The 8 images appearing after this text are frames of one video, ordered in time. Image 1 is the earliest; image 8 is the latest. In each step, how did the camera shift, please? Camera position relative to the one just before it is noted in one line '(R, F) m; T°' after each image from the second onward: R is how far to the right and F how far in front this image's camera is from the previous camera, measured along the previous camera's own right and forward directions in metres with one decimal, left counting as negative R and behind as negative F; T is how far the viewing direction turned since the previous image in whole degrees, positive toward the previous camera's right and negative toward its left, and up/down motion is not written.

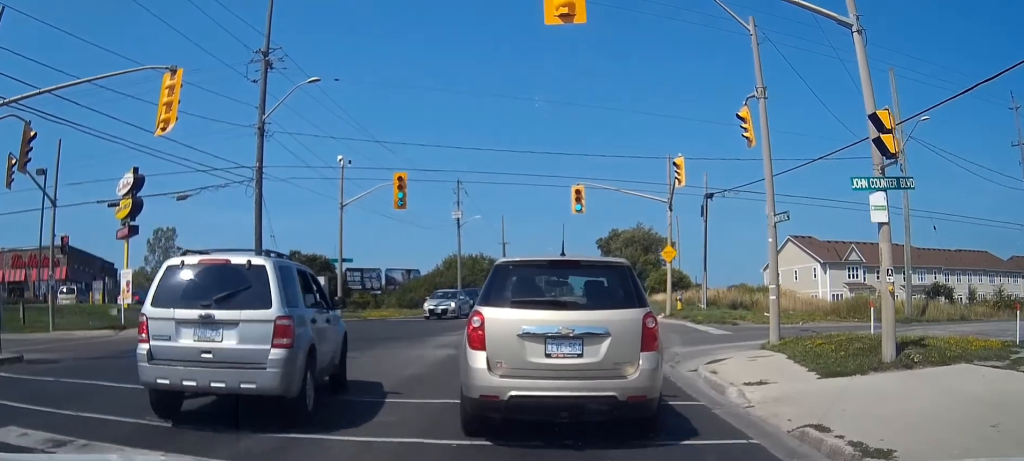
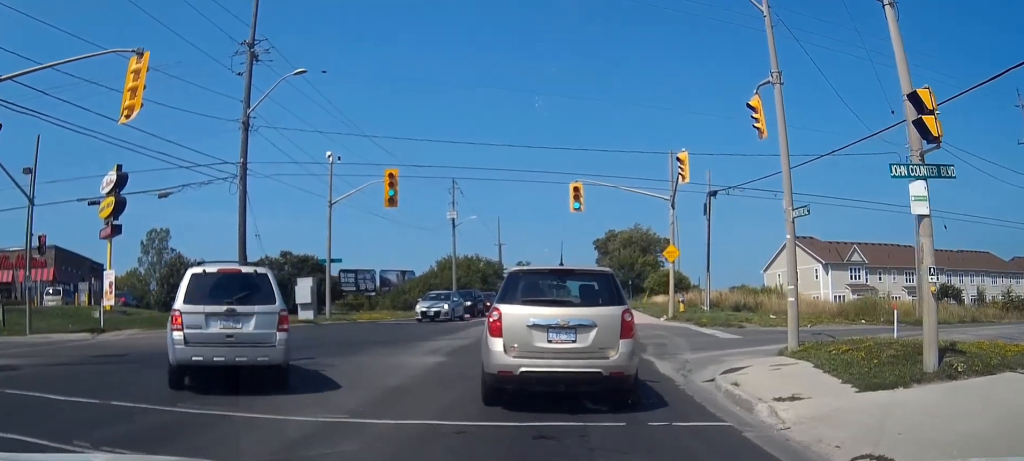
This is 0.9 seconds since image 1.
(0.0, +1.7) m; 0°
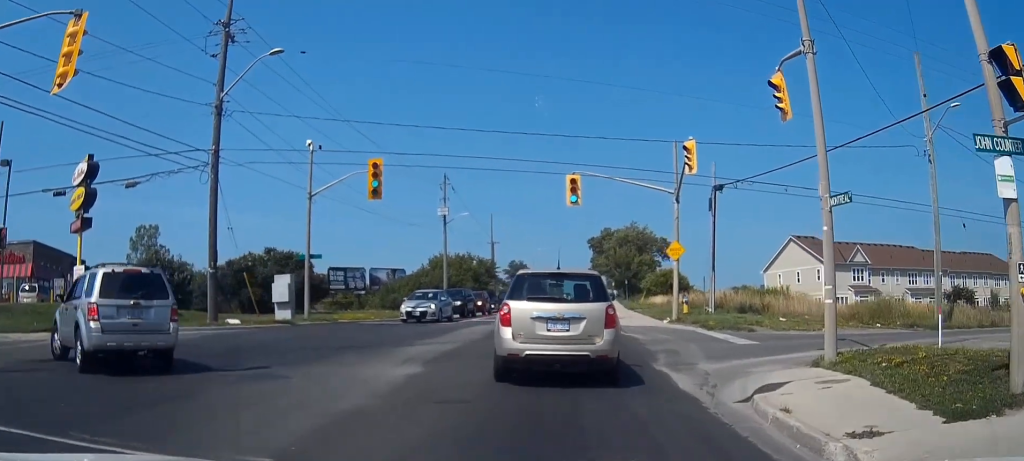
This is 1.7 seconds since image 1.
(0.0, +2.0) m; -1°
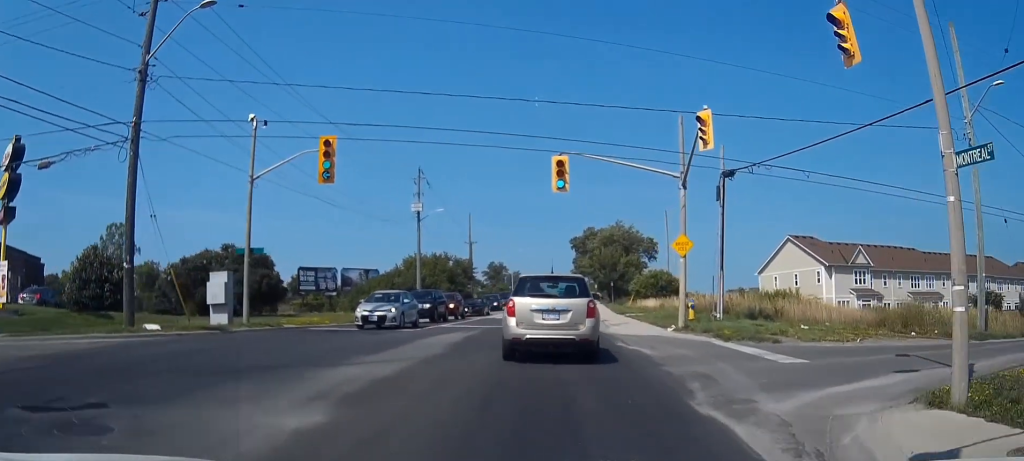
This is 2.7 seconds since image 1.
(-0.1, +4.0) m; -1°
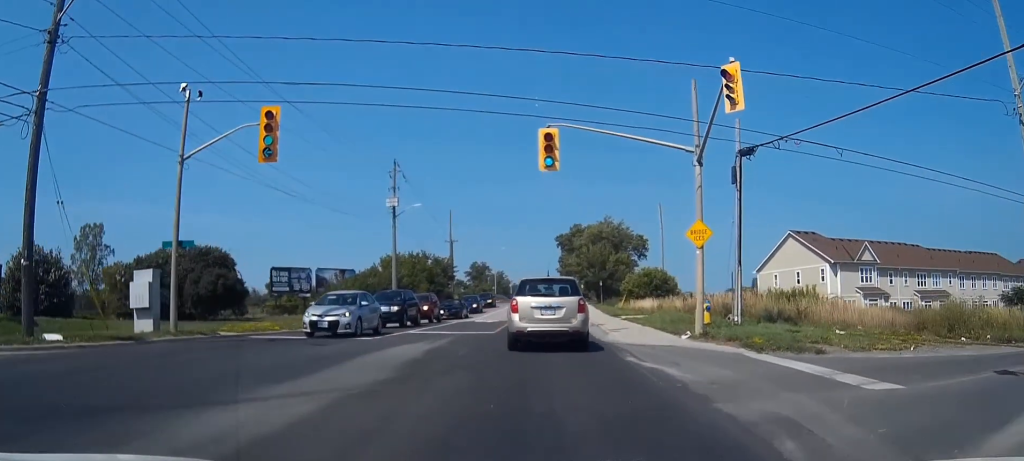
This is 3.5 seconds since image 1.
(0.0, +4.1) m; +1°
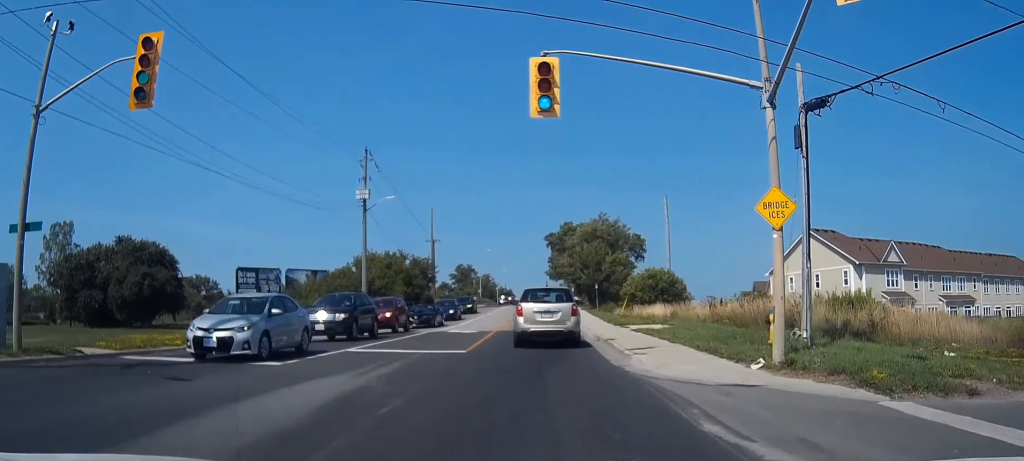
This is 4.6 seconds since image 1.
(+0.2, +6.9) m; +2°
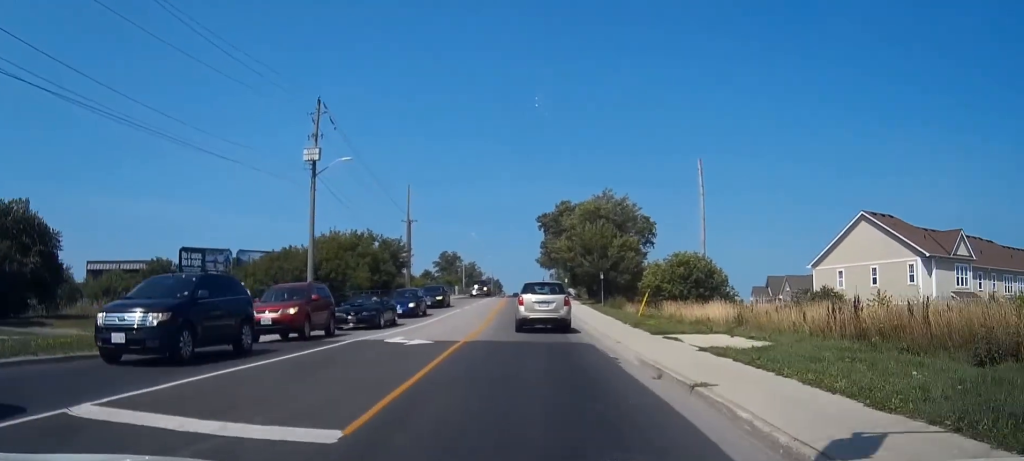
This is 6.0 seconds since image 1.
(+0.1, +11.7) m; 0°
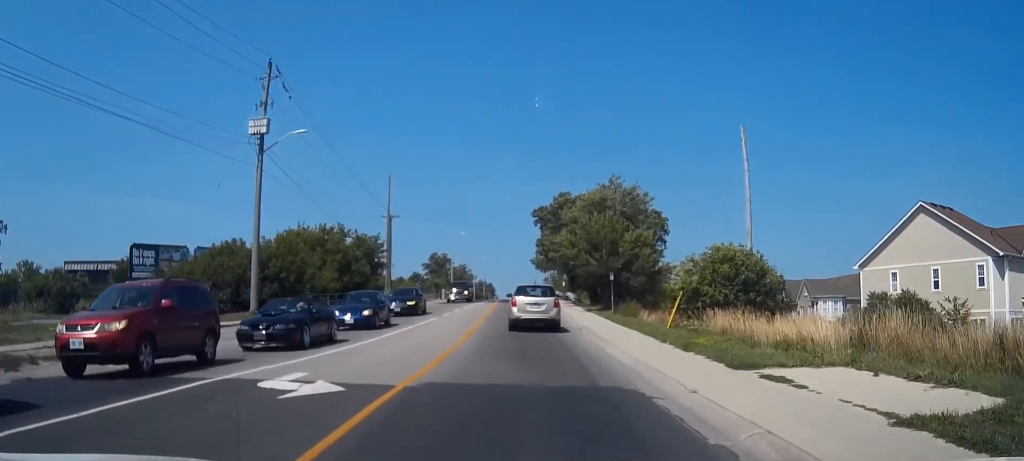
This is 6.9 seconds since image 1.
(0.0, +8.8) m; 0°
